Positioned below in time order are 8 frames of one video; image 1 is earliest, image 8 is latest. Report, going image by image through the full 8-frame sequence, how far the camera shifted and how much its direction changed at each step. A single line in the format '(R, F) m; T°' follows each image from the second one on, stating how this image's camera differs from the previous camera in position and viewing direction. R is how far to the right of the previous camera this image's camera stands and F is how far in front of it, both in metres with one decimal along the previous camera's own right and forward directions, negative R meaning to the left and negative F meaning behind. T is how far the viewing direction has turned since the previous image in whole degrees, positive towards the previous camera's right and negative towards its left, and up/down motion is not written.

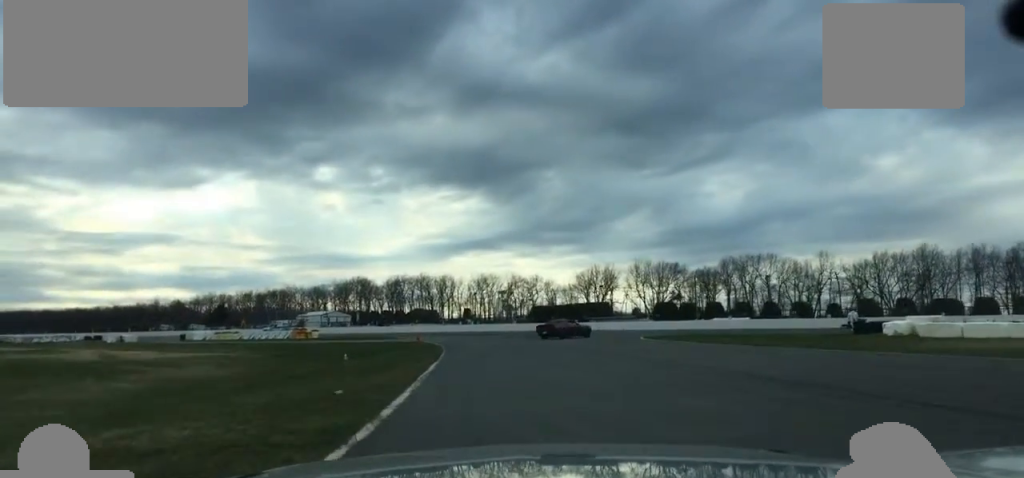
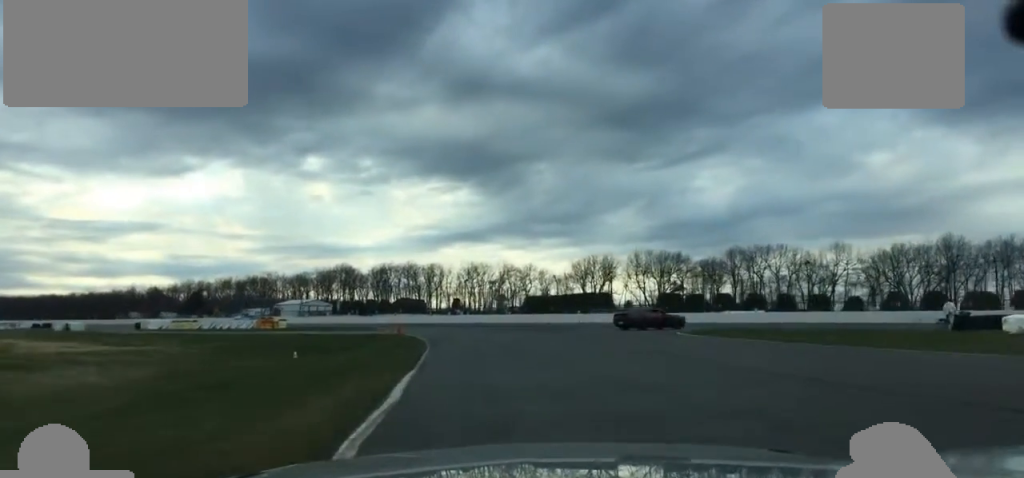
(-0.4, +11.9) m; 0°
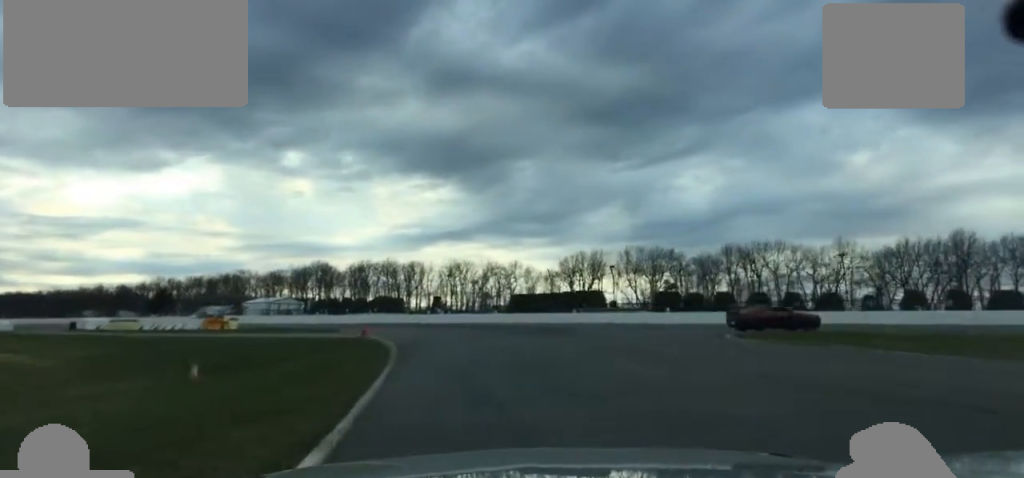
(-0.4, +11.0) m; 0°
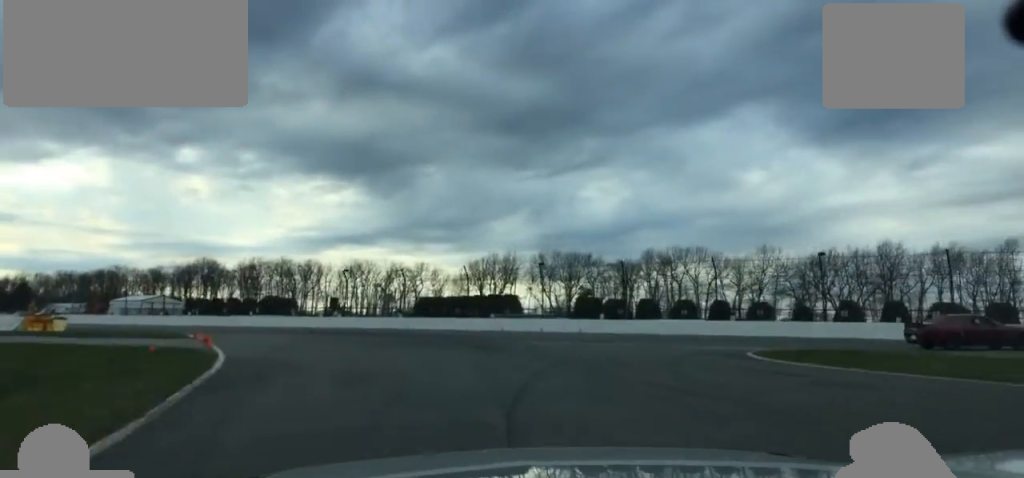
(+0.4, +13.5) m; +6°
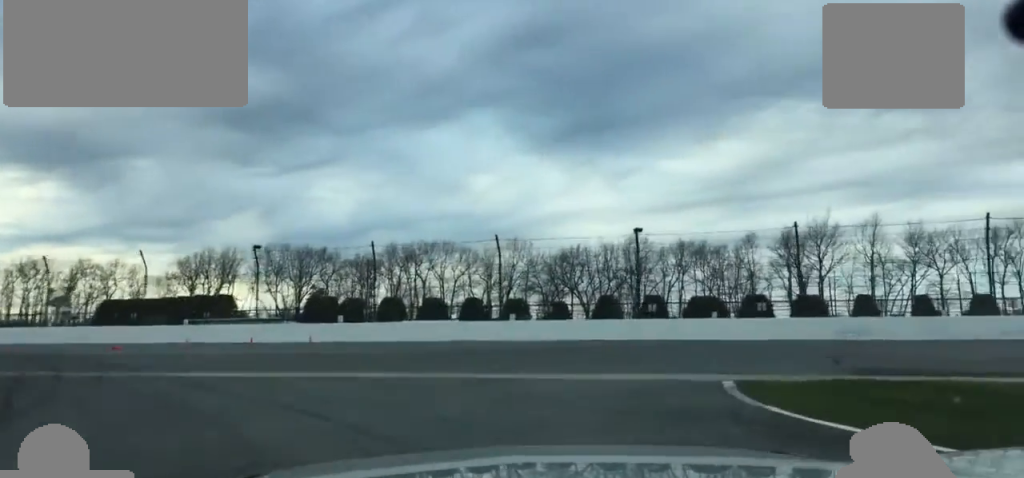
(+2.1, +19.5) m; +19°
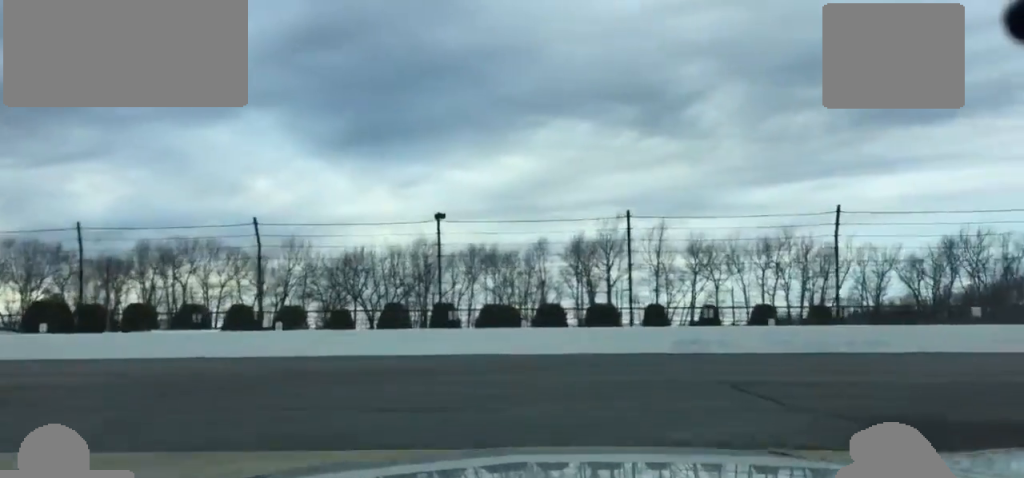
(+0.8, +10.0) m; +15°
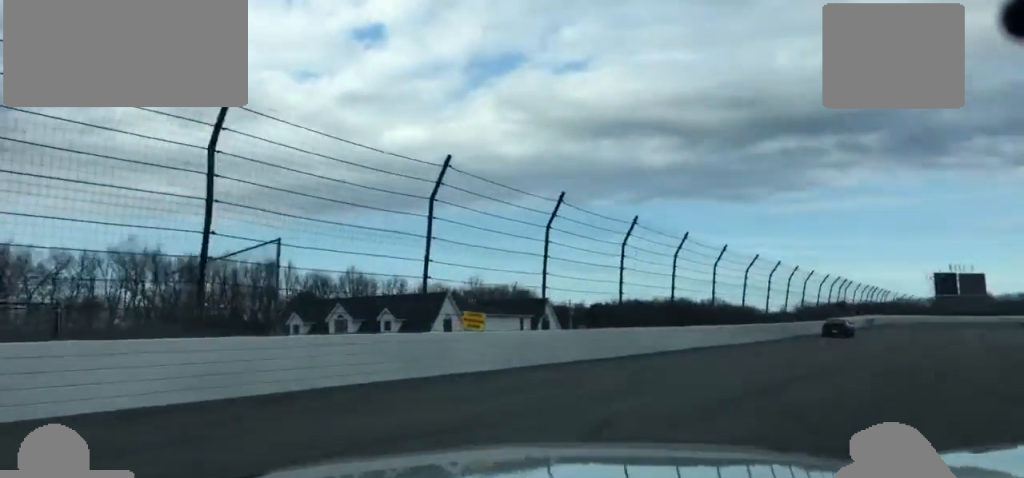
(+14.8, +25.6) m; +69°
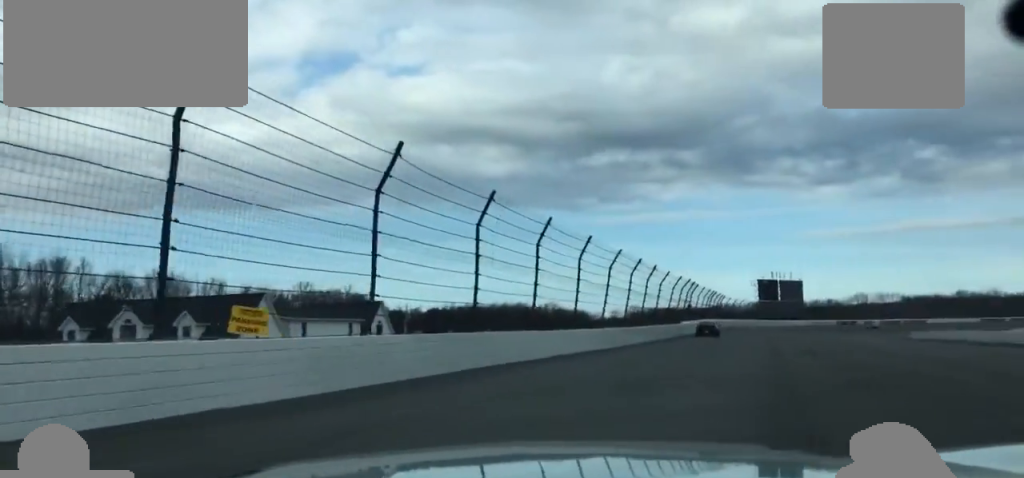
(+3.1, +8.9) m; +14°
